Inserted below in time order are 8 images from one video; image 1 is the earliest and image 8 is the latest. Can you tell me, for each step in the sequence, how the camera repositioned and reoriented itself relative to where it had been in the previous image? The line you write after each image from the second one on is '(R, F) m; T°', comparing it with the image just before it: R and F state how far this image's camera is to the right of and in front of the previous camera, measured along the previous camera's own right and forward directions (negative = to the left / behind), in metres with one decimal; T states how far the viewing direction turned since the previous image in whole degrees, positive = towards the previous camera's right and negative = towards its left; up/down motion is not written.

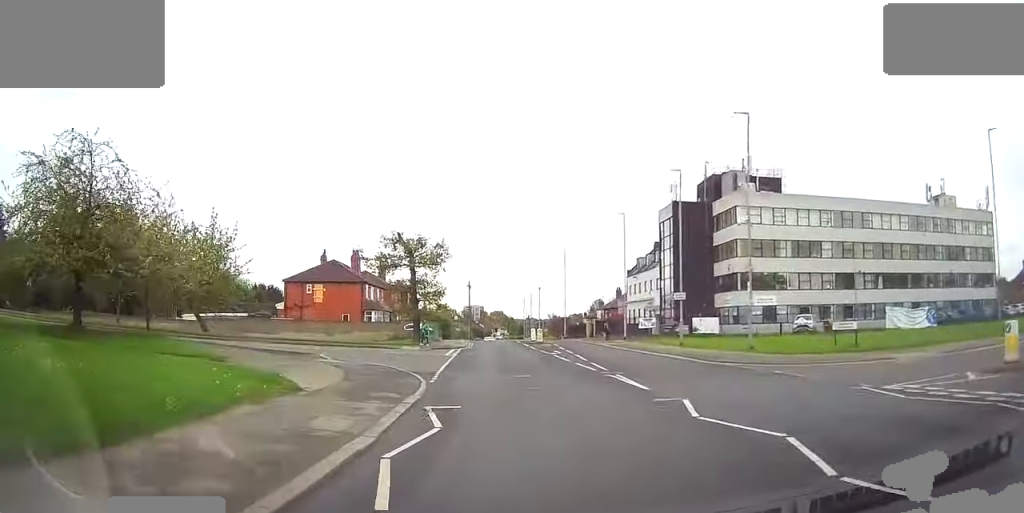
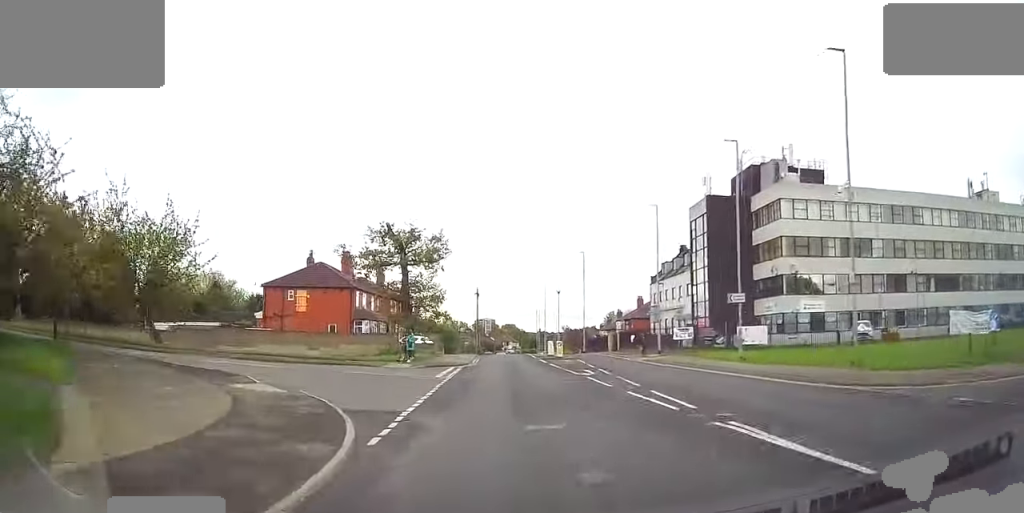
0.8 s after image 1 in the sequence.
(-0.5, +8.7) m; -5°
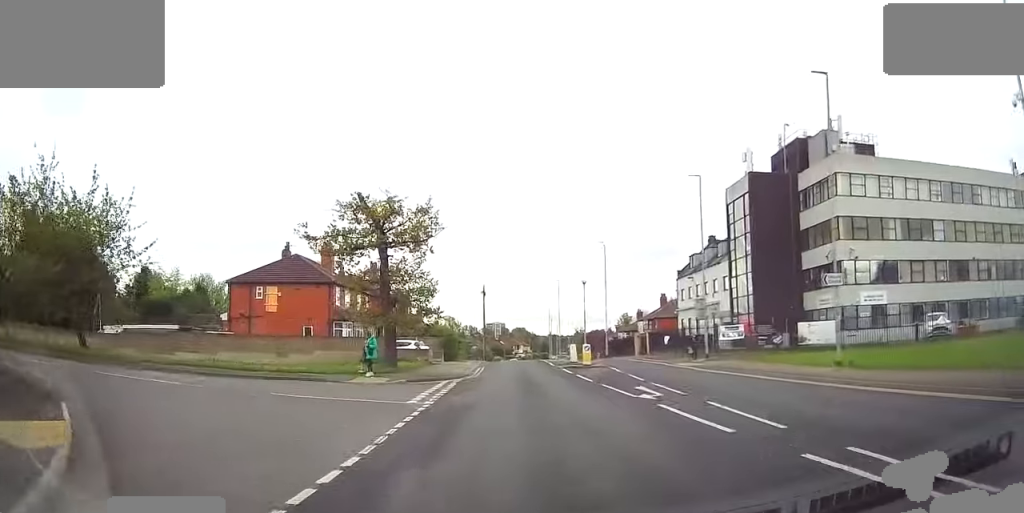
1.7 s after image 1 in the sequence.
(-0.3, +9.0) m; -3°
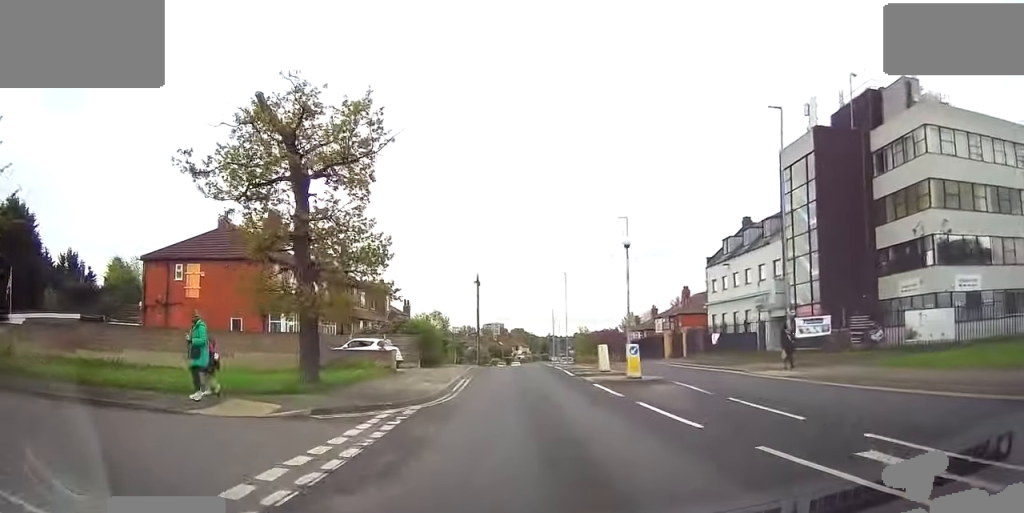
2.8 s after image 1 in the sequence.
(-0.4, +12.1) m; -2°
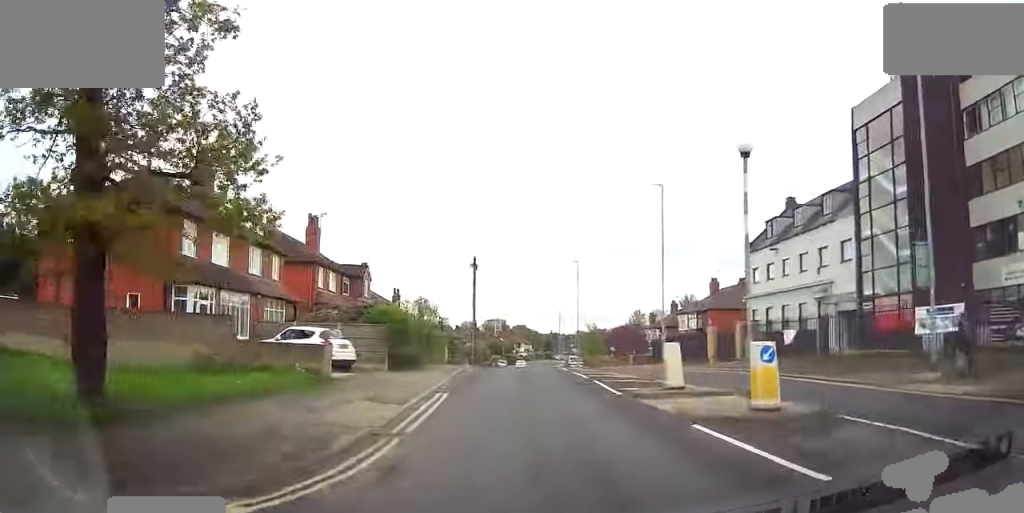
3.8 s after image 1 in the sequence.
(+0.1, +10.4) m; +3°
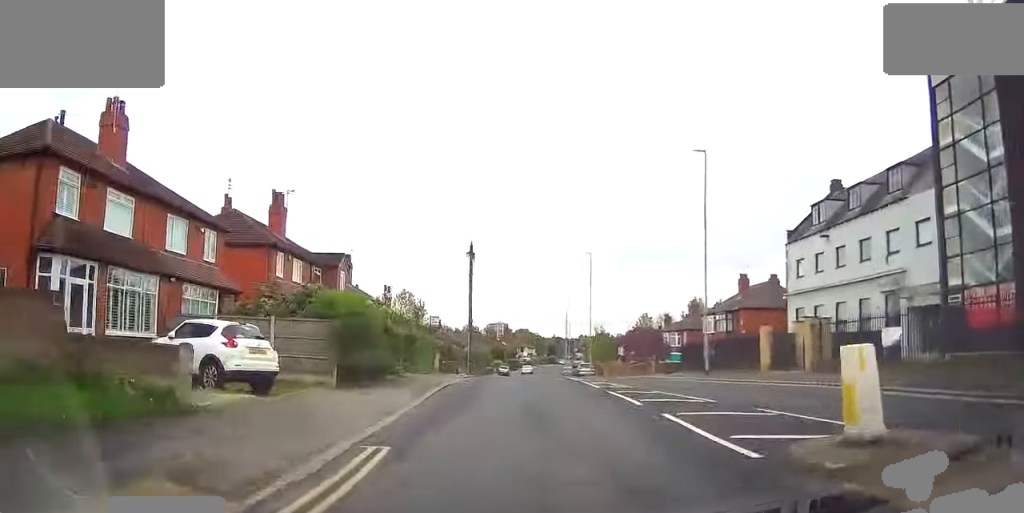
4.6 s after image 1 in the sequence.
(+0.3, +8.2) m; +1°
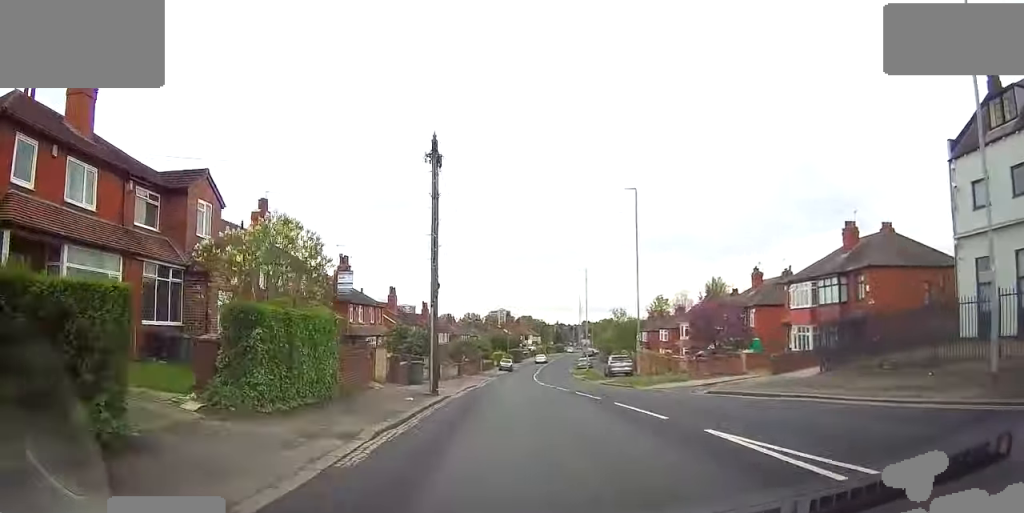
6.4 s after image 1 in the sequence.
(-0.1, +19.9) m; 0°
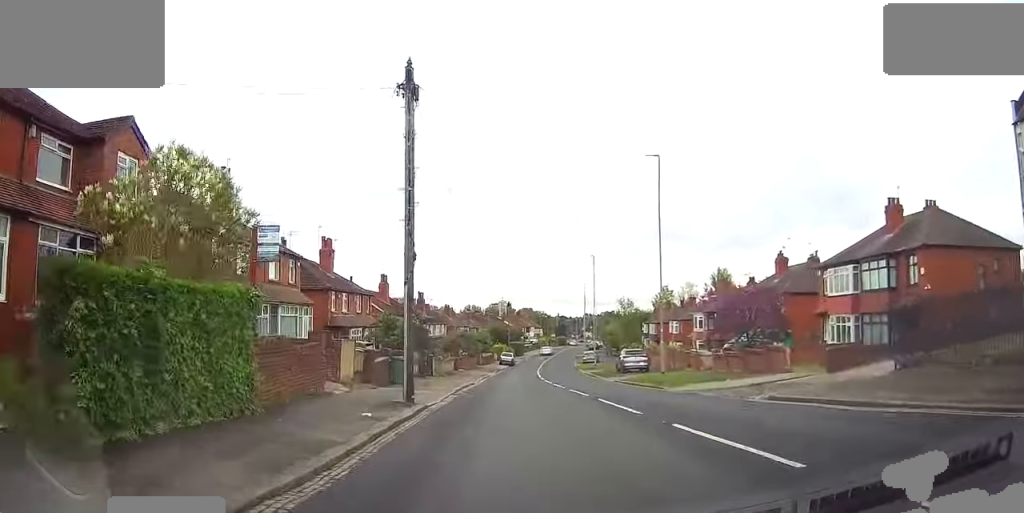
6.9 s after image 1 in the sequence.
(0.0, +5.3) m; +1°
